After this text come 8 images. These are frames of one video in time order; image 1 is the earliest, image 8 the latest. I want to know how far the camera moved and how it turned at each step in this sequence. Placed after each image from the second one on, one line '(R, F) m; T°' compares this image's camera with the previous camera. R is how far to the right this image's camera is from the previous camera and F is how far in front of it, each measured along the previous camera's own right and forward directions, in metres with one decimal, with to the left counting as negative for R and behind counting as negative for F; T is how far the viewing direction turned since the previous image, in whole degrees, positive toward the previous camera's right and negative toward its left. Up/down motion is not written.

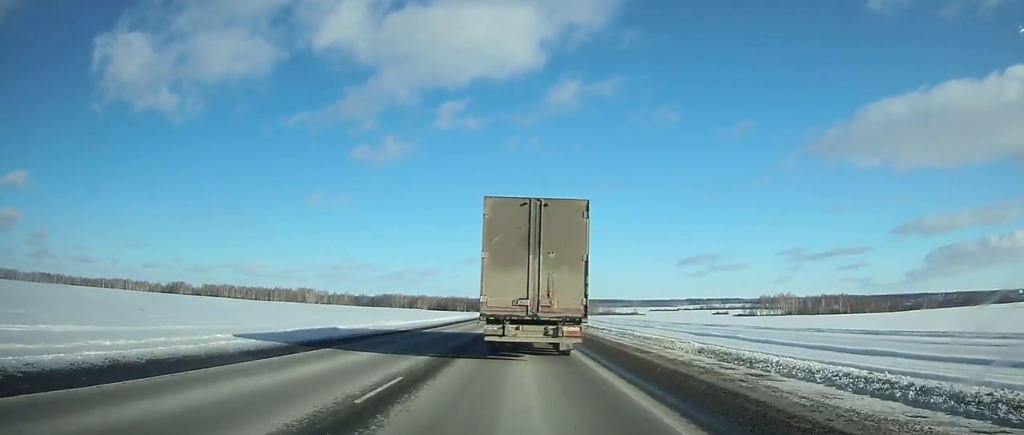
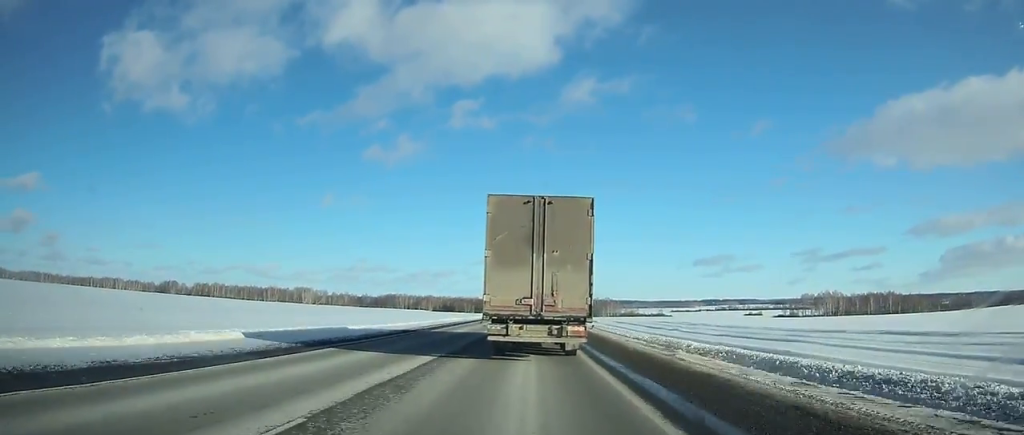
(0.0, +63.5) m; 0°
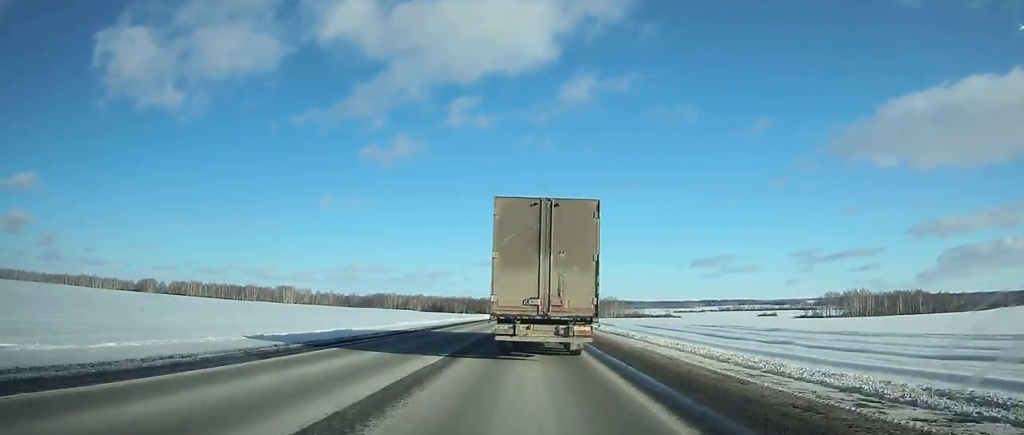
(-0.1, +47.8) m; 0°
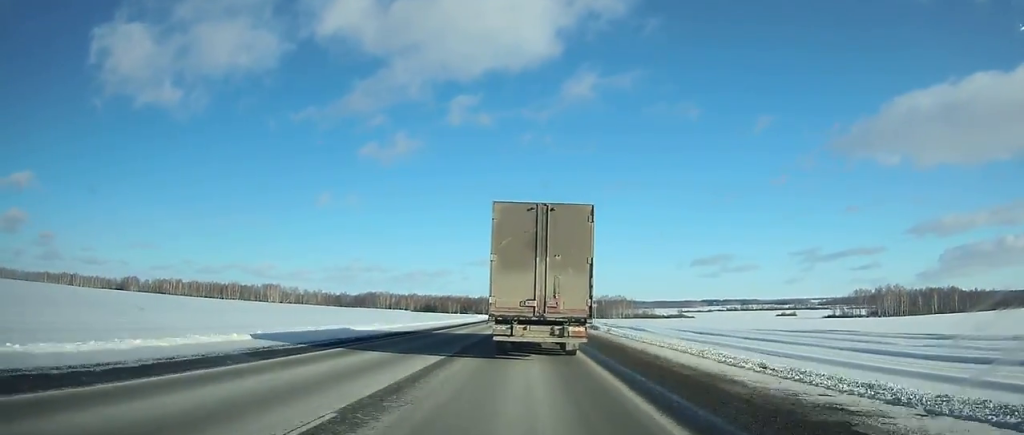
(+0.1, +46.1) m; 0°
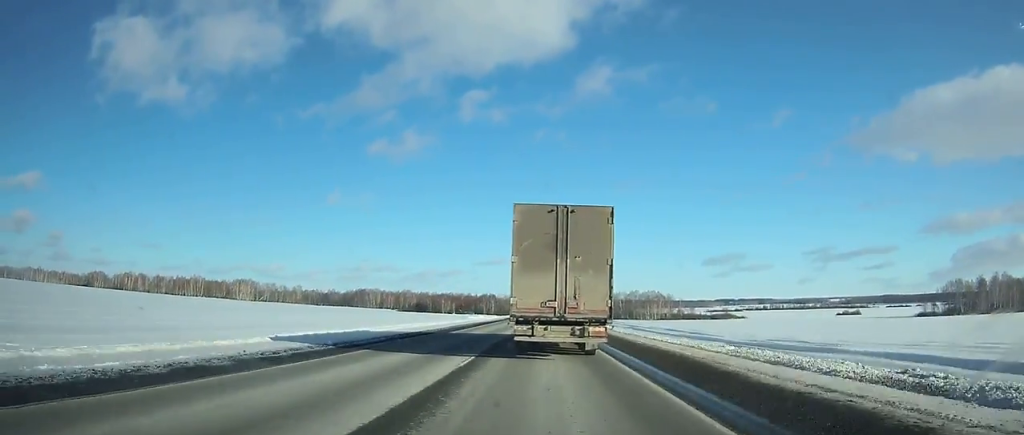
(-0.4, +97.4) m; -1°
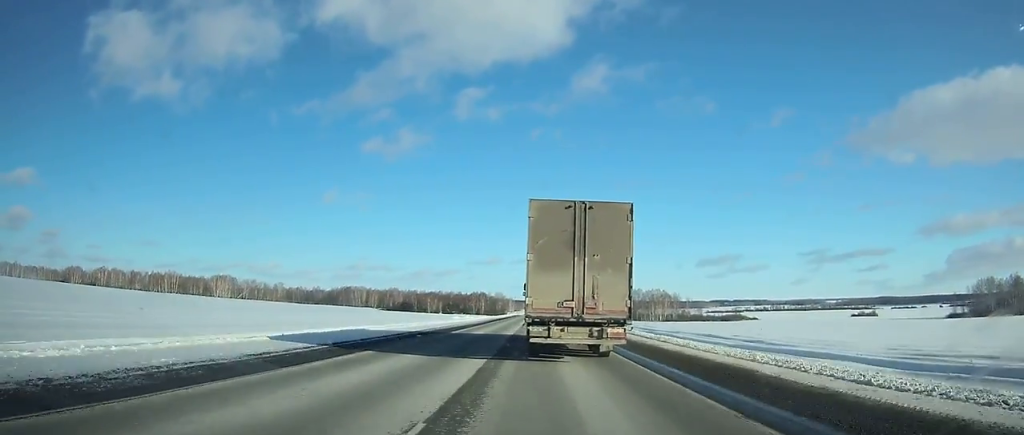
(-0.3, +33.9) m; 0°
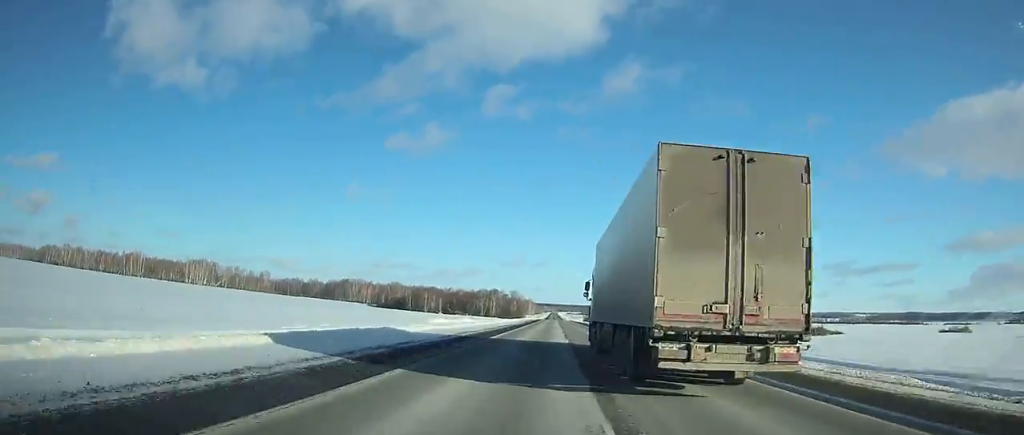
(-0.5, +86.9) m; 0°
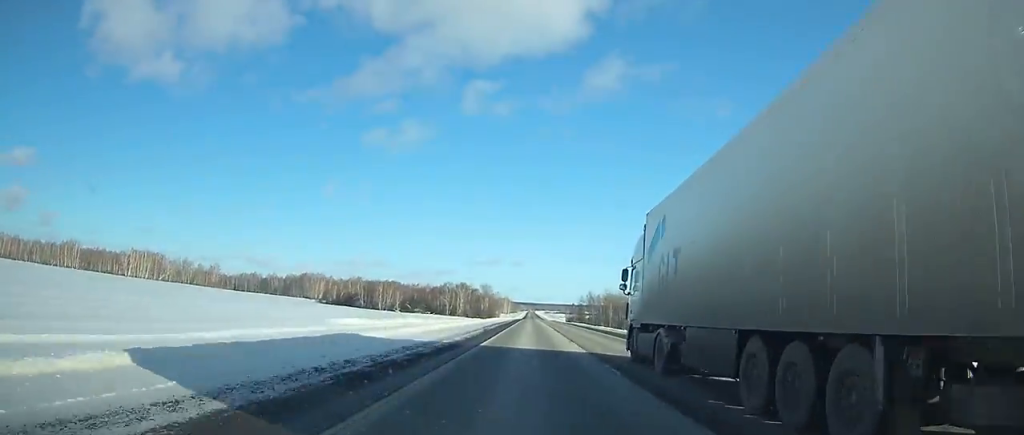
(-0.1, +50.8) m; 0°
